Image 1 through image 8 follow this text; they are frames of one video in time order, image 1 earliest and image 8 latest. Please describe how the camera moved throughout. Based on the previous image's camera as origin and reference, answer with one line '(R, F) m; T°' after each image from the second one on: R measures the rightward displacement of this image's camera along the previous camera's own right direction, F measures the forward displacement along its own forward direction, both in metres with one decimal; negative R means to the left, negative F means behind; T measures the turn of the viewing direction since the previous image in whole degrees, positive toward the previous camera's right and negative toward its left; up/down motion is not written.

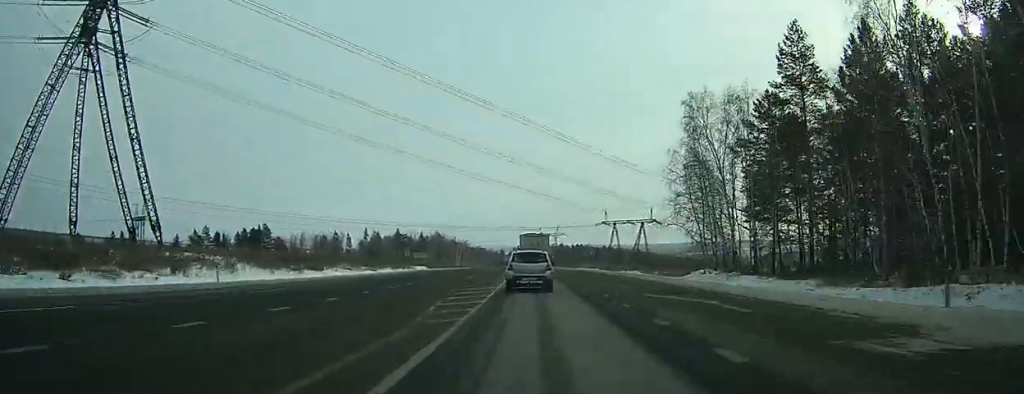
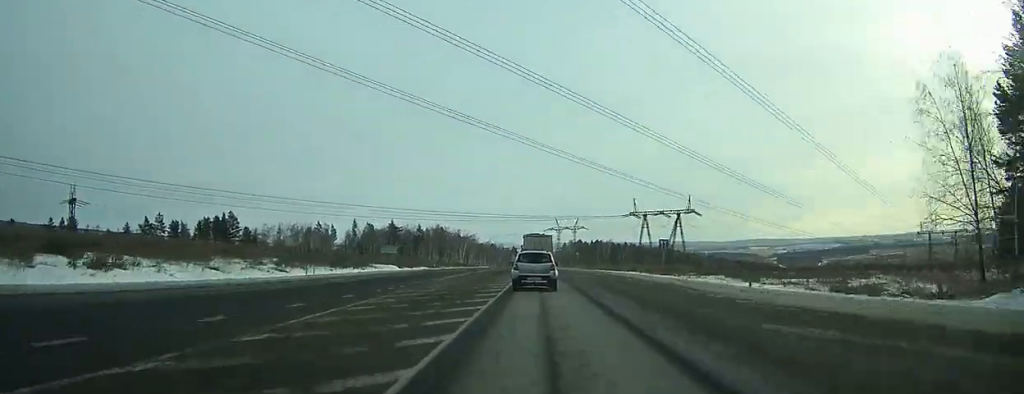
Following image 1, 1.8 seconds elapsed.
(-0.3, +37.1) m; -1°
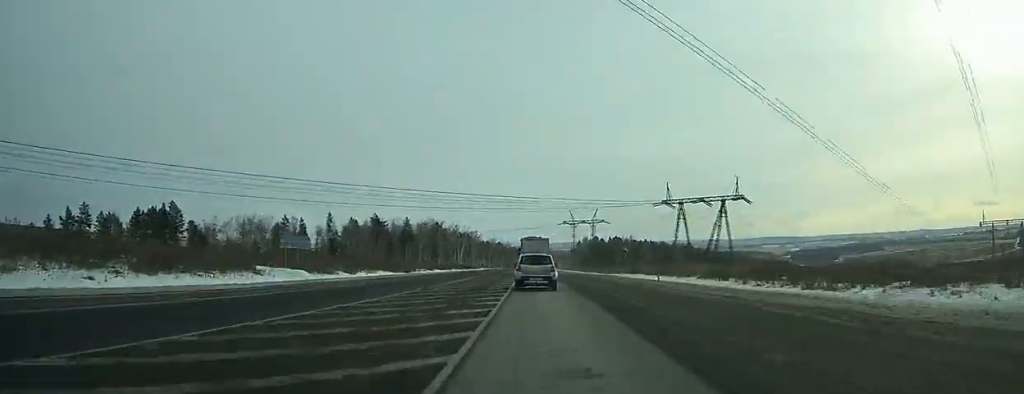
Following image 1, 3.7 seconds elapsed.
(-0.5, +39.0) m; -1°
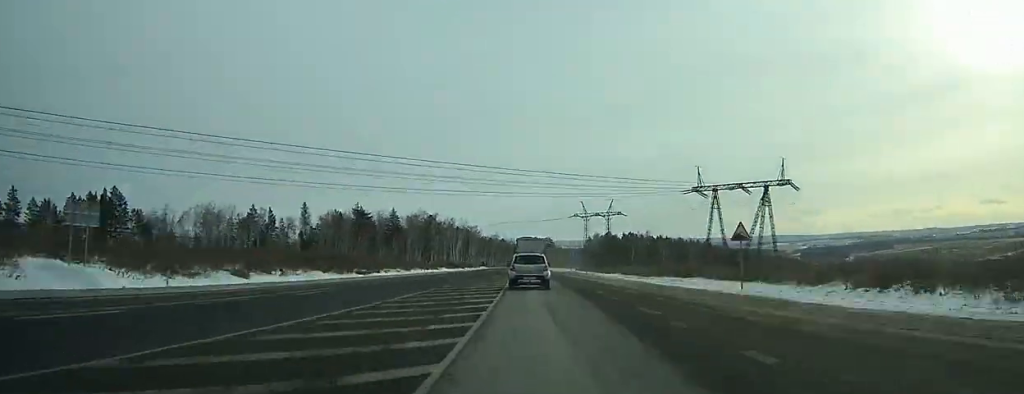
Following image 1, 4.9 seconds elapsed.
(-0.2, +28.3) m; -1°
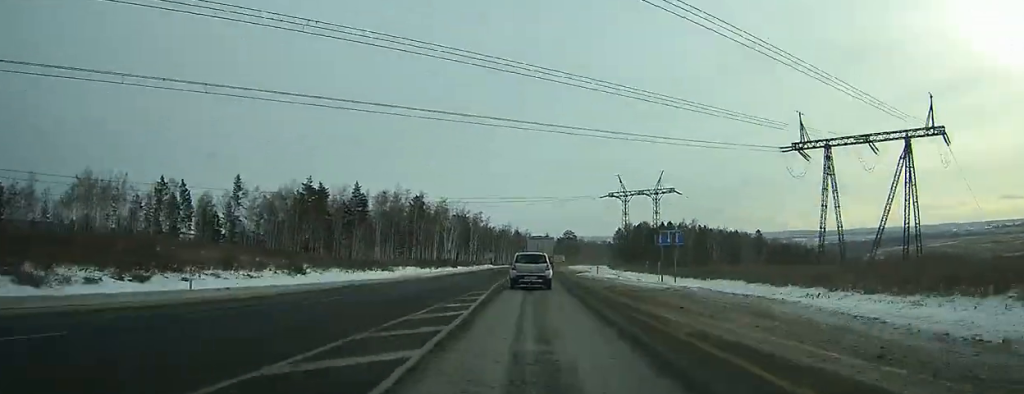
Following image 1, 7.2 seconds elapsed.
(-0.5, +52.8) m; -1°
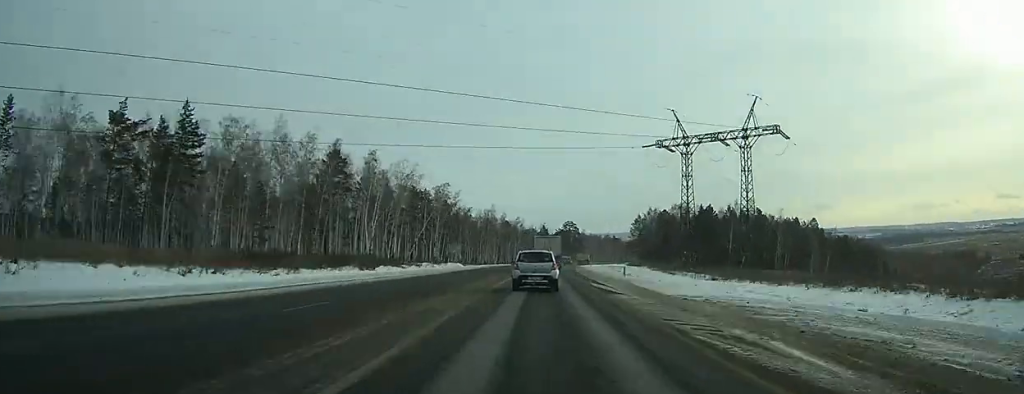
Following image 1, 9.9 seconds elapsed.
(0.0, +61.9) m; 0°
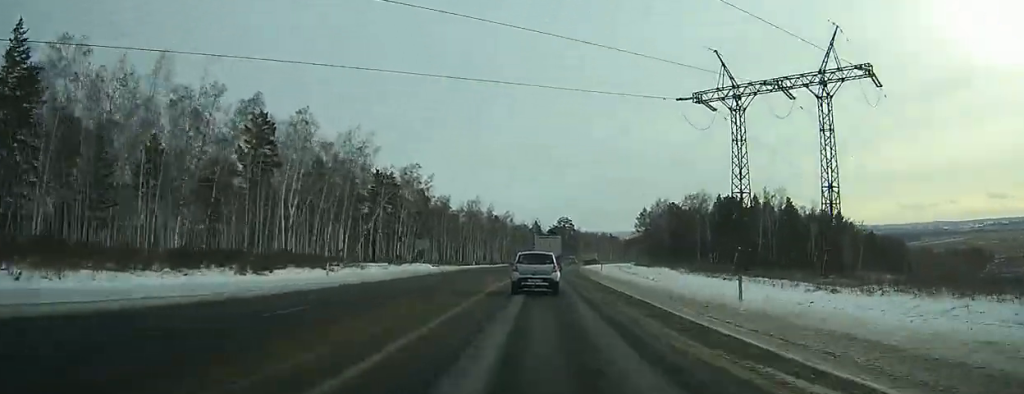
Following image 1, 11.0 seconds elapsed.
(+0.1, +22.3) m; +1°
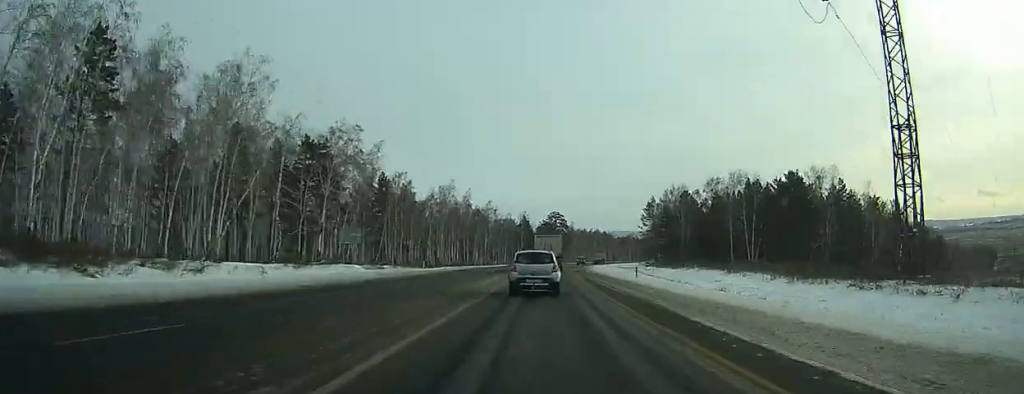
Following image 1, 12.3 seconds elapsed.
(0.0, +25.9) m; +1°
